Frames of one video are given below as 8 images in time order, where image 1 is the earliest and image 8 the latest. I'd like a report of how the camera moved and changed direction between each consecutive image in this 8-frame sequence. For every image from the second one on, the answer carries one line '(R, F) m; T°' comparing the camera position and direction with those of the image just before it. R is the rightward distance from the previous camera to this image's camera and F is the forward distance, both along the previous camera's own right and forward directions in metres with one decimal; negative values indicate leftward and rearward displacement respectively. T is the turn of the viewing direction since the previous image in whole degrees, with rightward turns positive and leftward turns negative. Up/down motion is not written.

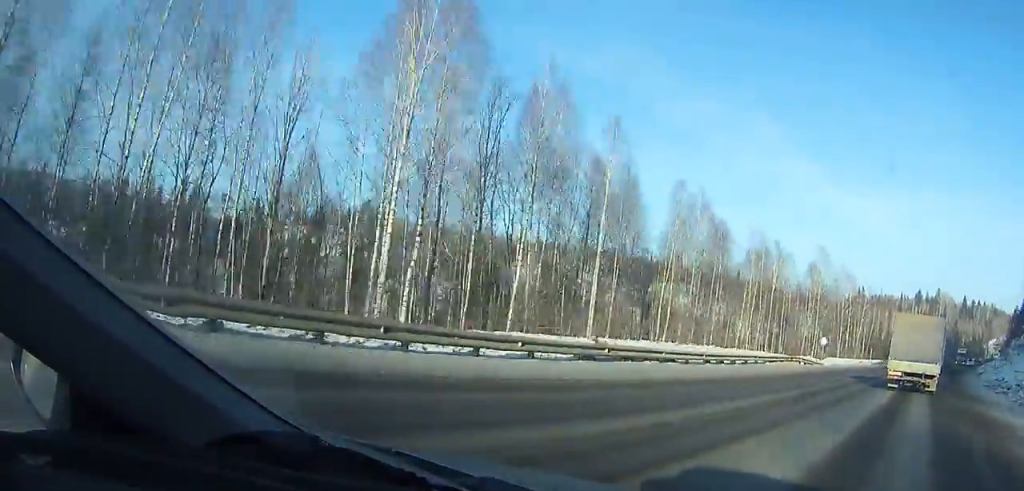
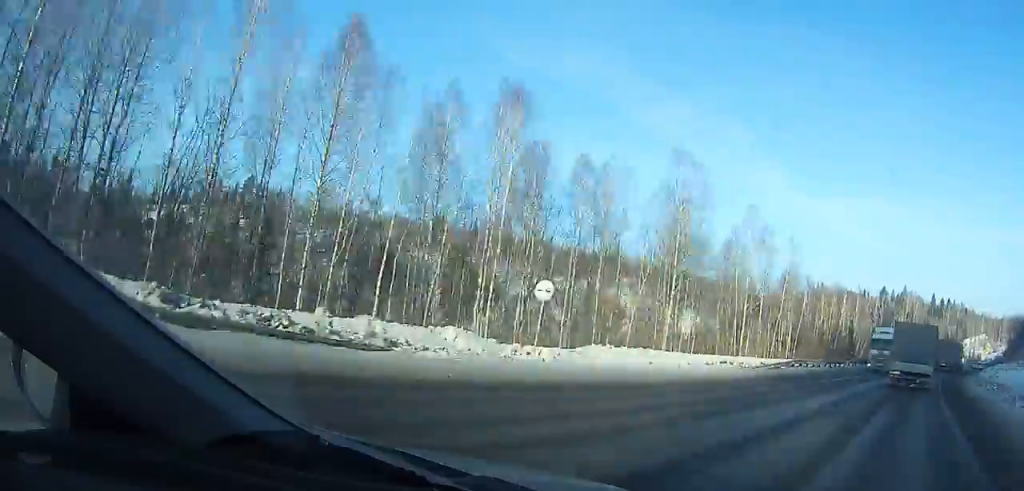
(+1.2, +45.9) m; +3°
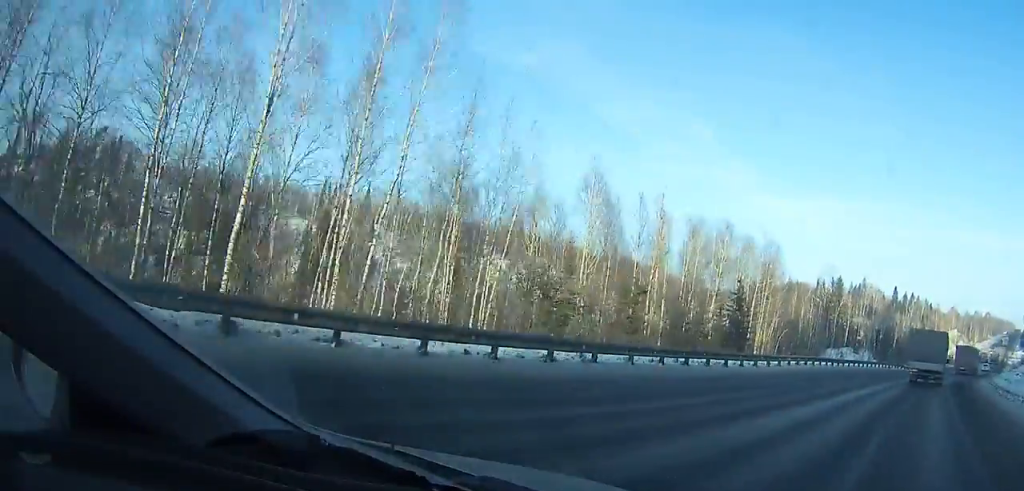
(+2.1, +54.2) m; +5°
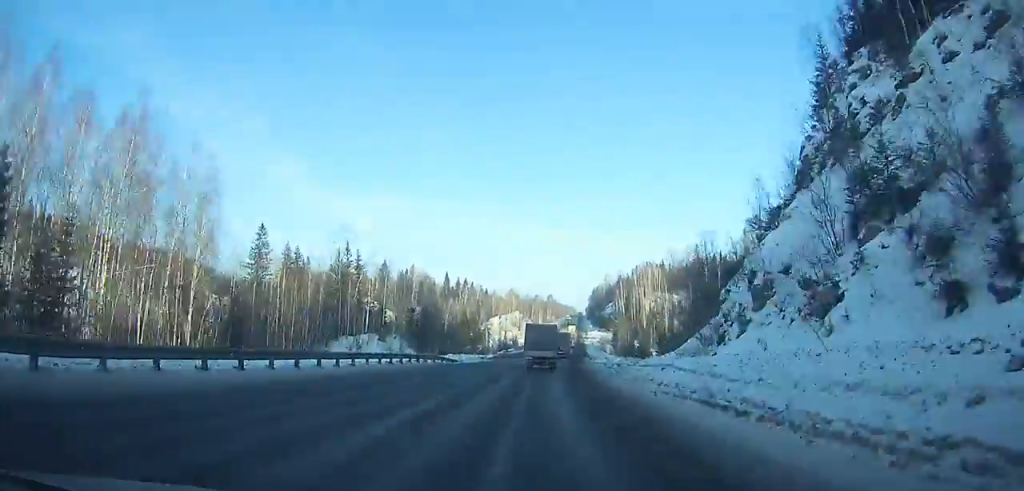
(+1.6, +39.9) m; +3°
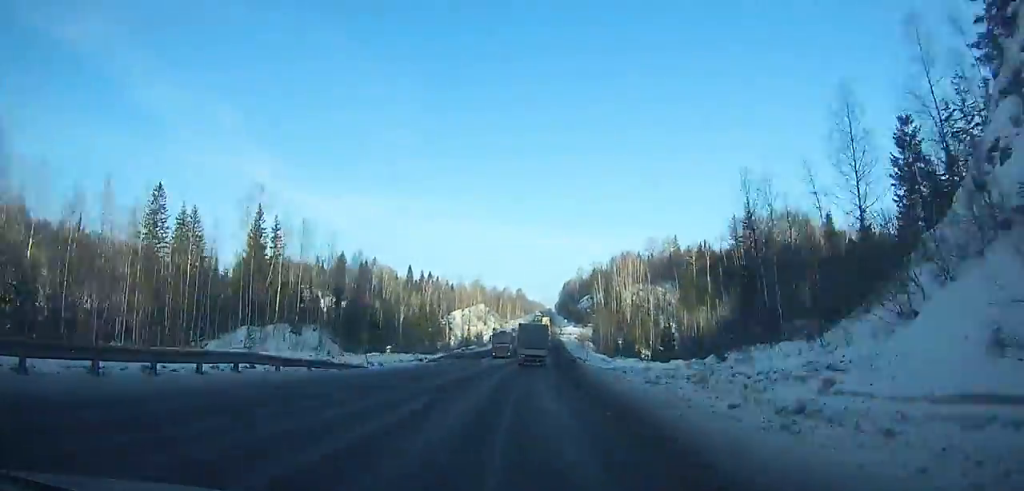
(+0.4, +24.5) m; +2°
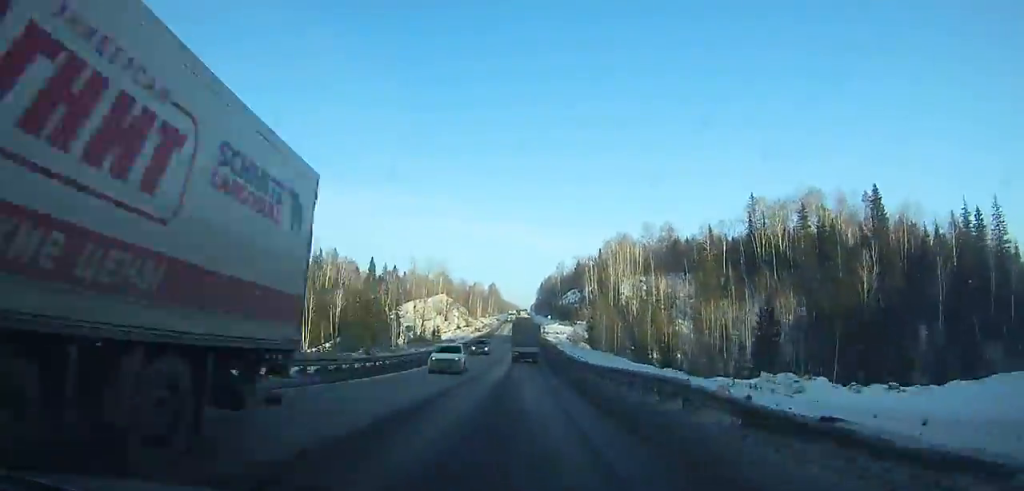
(+0.8, +40.7) m; +1°
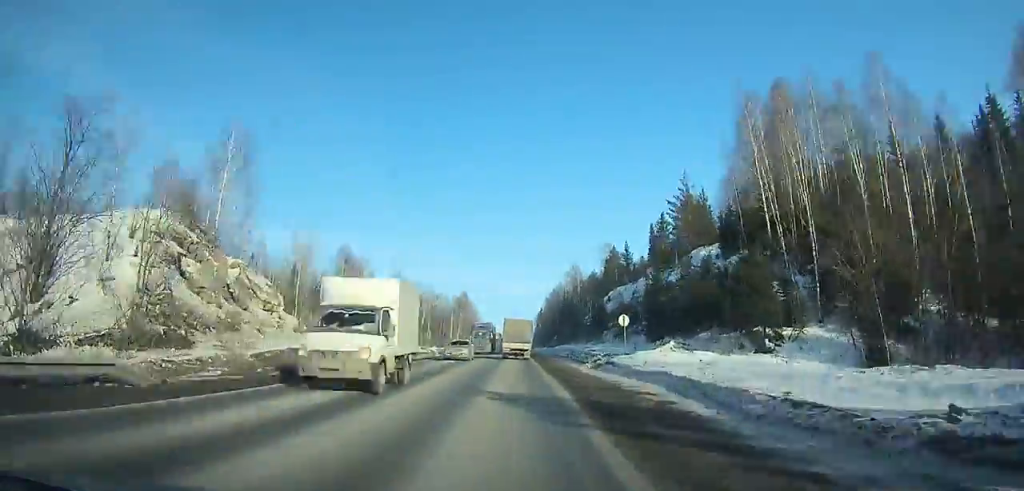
(+1.9, +118.5) m; +1°
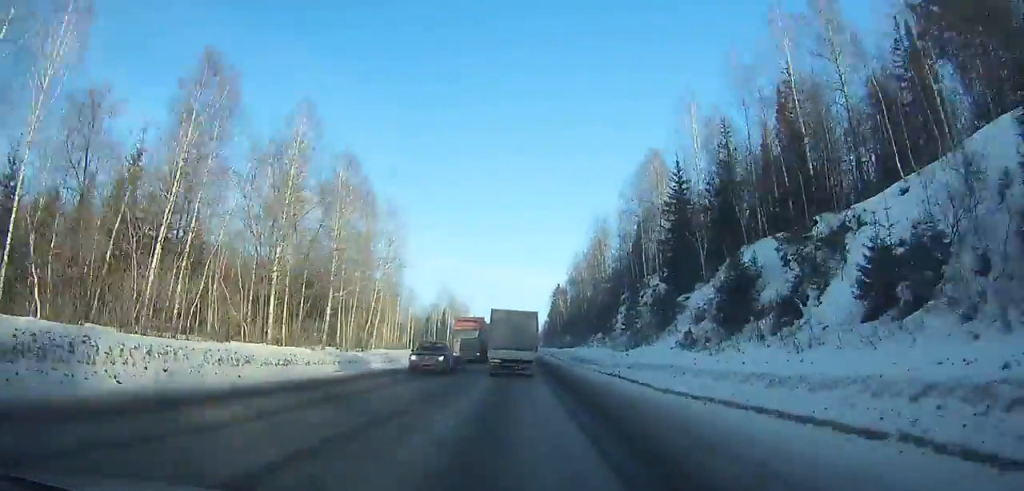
(-0.5, +116.4) m; 0°
